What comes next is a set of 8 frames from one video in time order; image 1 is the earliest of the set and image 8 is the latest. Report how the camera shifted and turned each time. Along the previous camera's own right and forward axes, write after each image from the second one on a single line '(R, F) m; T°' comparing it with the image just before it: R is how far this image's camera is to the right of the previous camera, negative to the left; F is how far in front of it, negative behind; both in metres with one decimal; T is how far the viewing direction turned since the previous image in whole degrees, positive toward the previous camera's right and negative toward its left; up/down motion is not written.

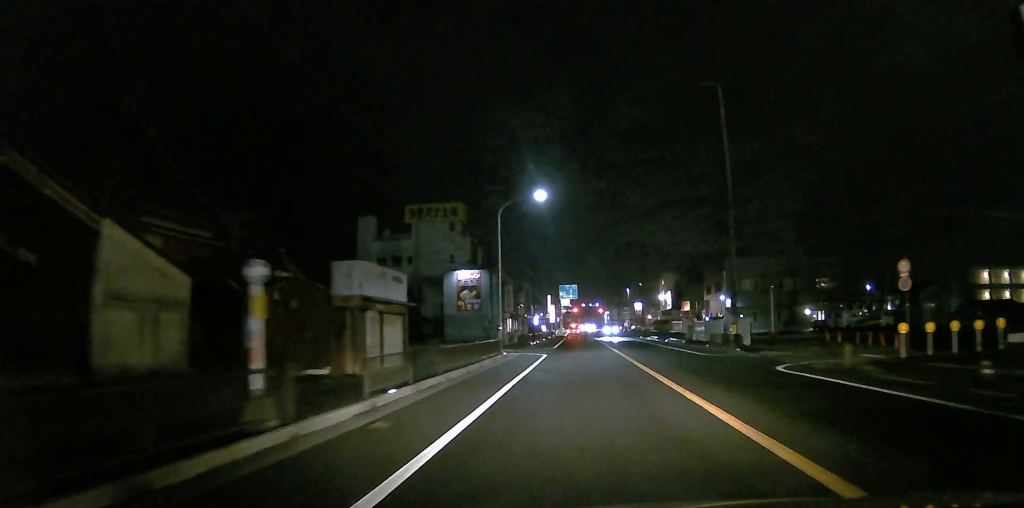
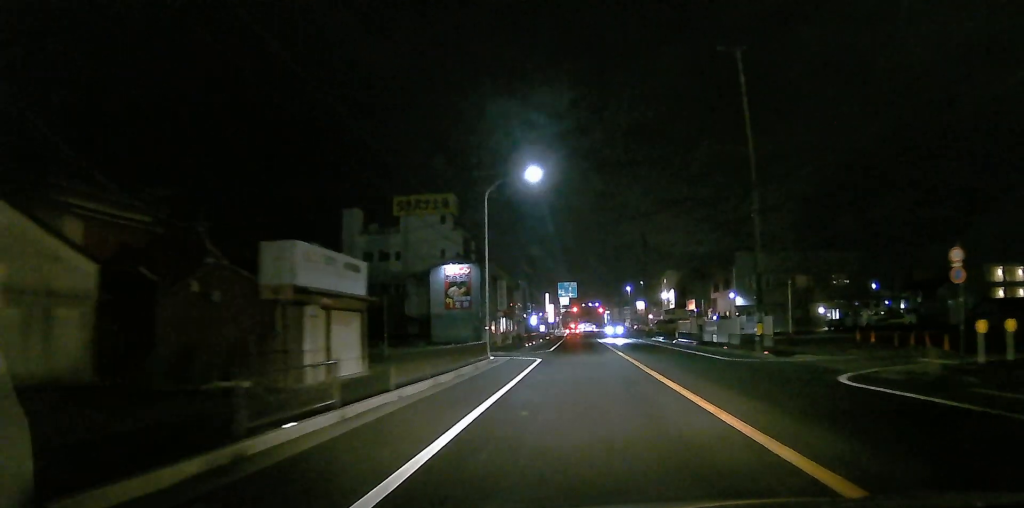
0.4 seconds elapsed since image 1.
(0.0, +4.4) m; 0°
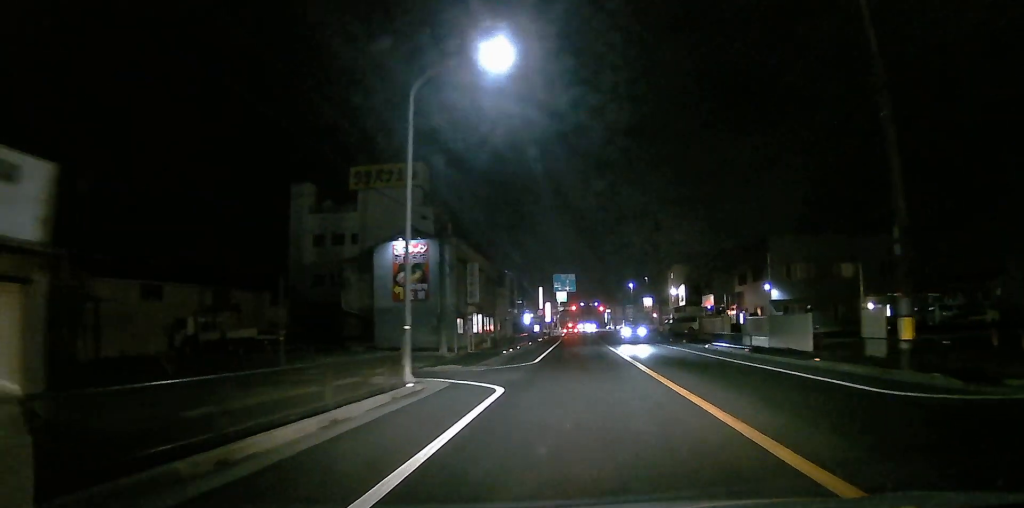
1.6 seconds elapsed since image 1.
(-0.2, +12.2) m; 0°
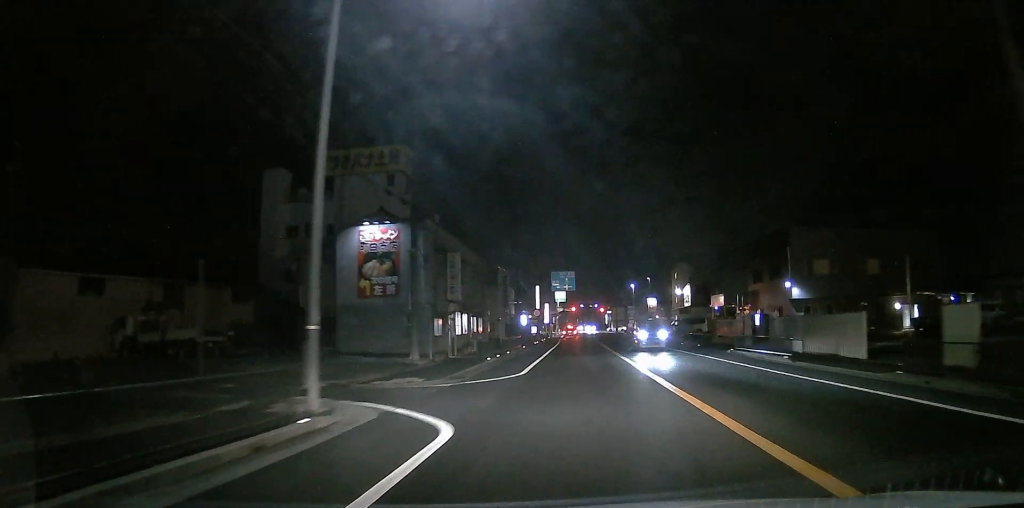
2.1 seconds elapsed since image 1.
(0.0, +5.2) m; +1°
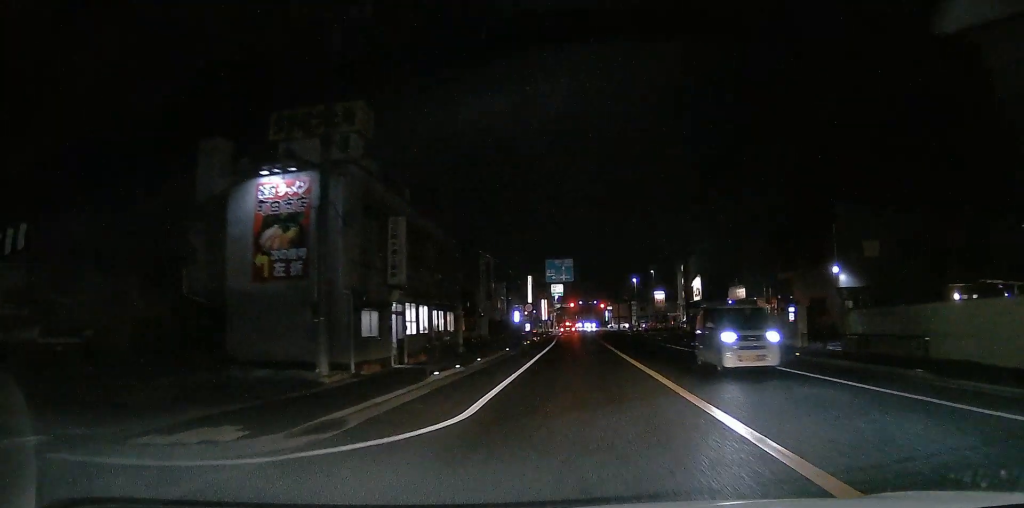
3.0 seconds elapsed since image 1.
(+0.3, +9.3) m; +2°
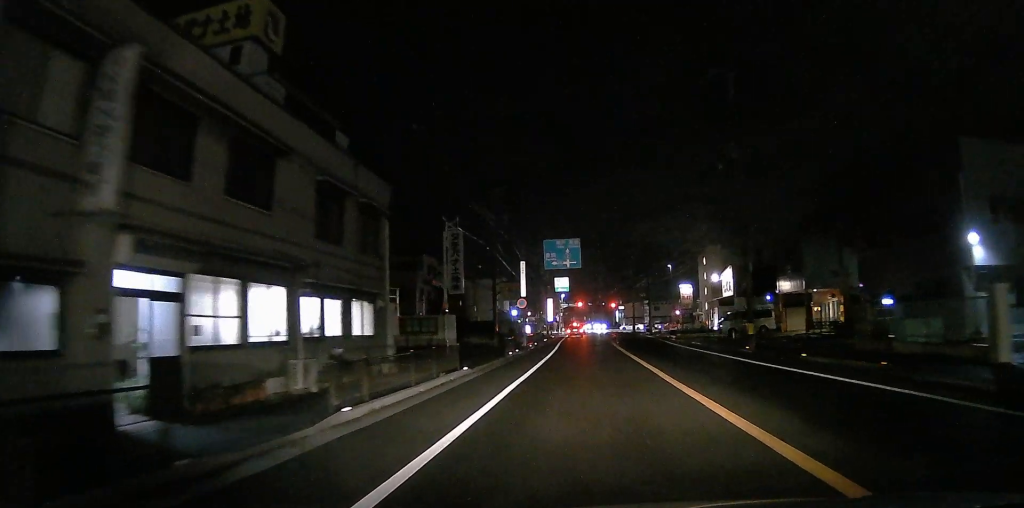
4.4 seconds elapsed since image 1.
(+0.2, +14.4) m; 0°
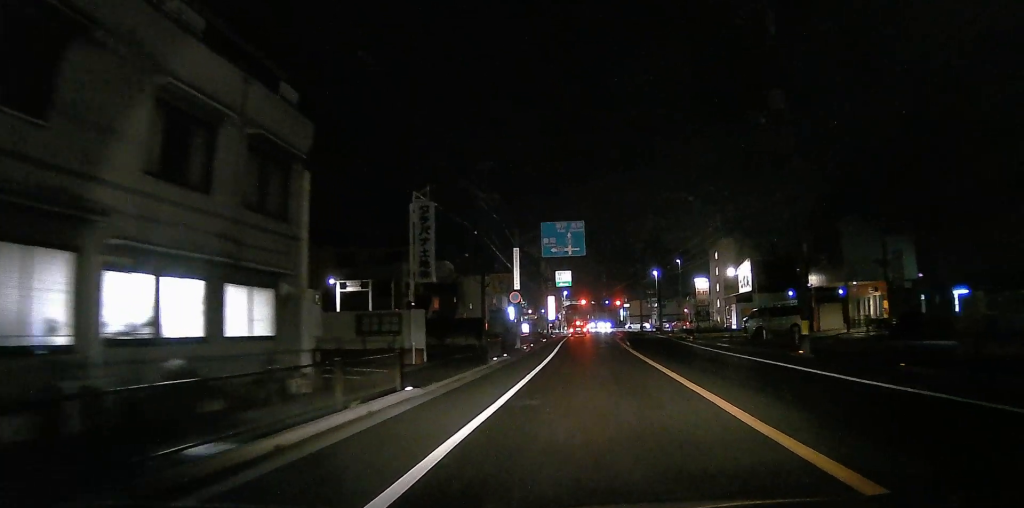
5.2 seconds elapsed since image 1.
(-0.1, +6.7) m; -1°
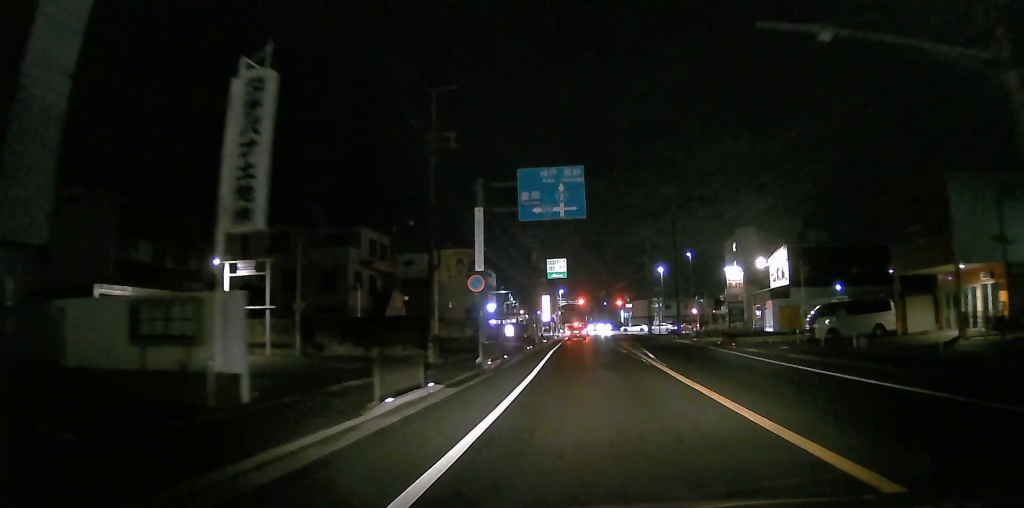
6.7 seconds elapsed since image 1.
(0.0, +13.0) m; 0°
